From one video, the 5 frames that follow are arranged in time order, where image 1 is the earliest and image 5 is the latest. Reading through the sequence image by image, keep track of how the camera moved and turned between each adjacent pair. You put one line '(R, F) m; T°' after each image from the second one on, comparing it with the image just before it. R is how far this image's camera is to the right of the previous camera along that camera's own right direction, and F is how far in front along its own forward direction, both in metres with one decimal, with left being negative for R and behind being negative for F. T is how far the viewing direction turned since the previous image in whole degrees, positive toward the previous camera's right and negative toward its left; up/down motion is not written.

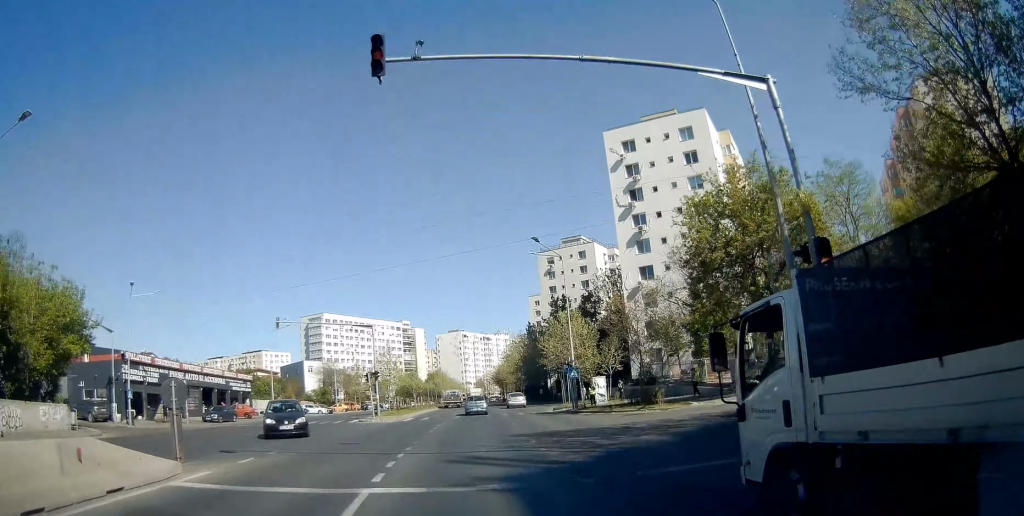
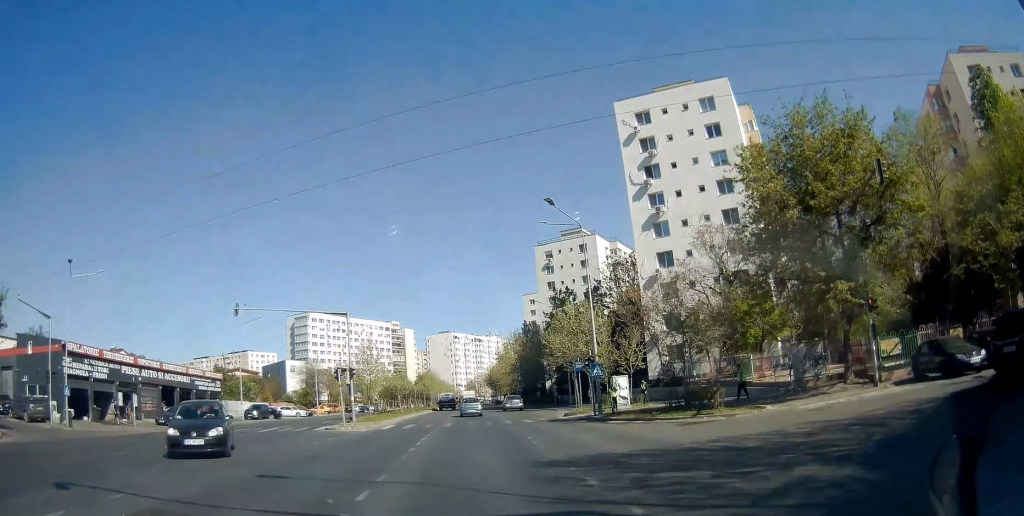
(+0.2, +7.6) m; +1°
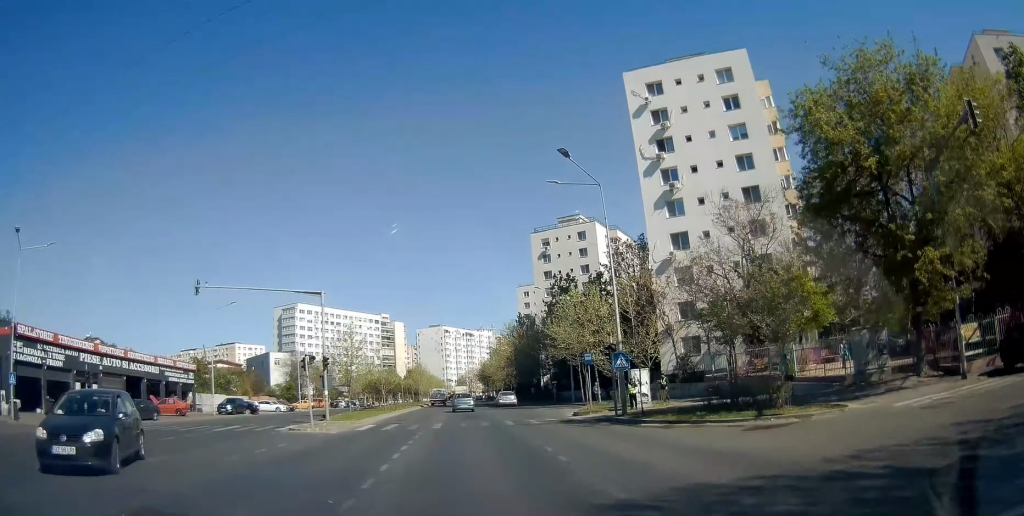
(0.0, +5.2) m; +1°
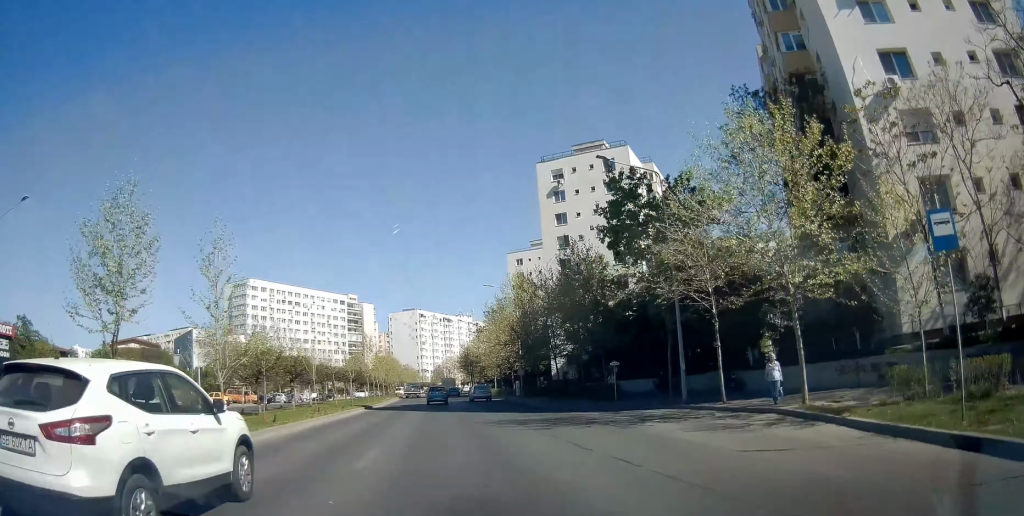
(+0.1, +29.6) m; +1°
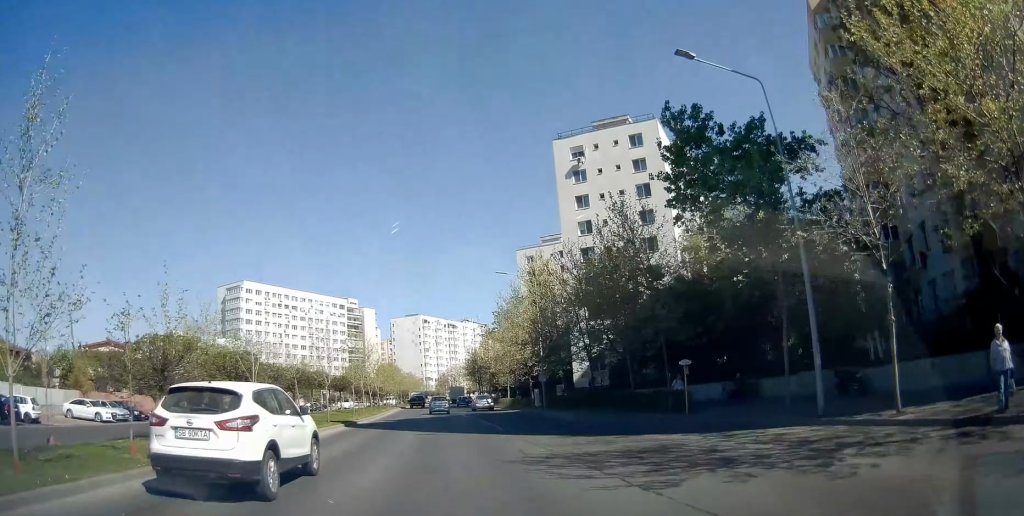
(+0.1, +9.3) m; +1°
